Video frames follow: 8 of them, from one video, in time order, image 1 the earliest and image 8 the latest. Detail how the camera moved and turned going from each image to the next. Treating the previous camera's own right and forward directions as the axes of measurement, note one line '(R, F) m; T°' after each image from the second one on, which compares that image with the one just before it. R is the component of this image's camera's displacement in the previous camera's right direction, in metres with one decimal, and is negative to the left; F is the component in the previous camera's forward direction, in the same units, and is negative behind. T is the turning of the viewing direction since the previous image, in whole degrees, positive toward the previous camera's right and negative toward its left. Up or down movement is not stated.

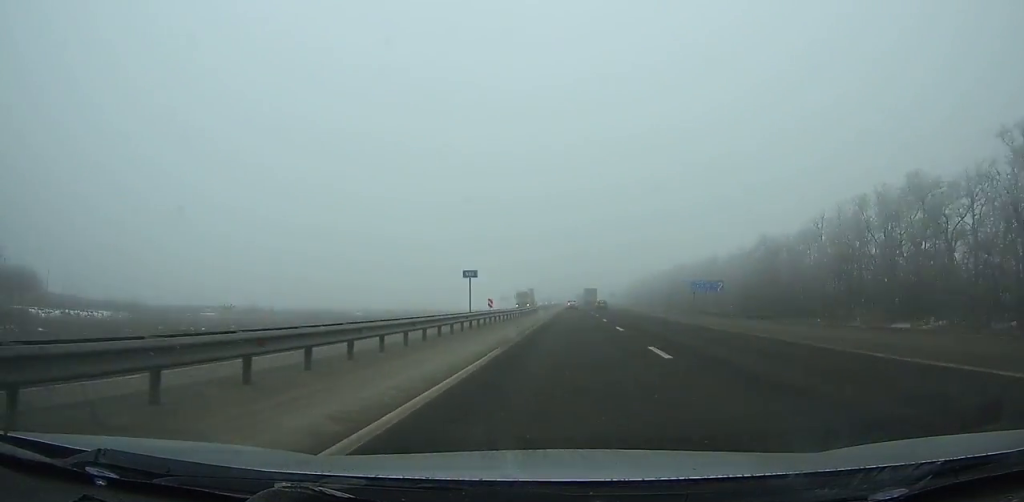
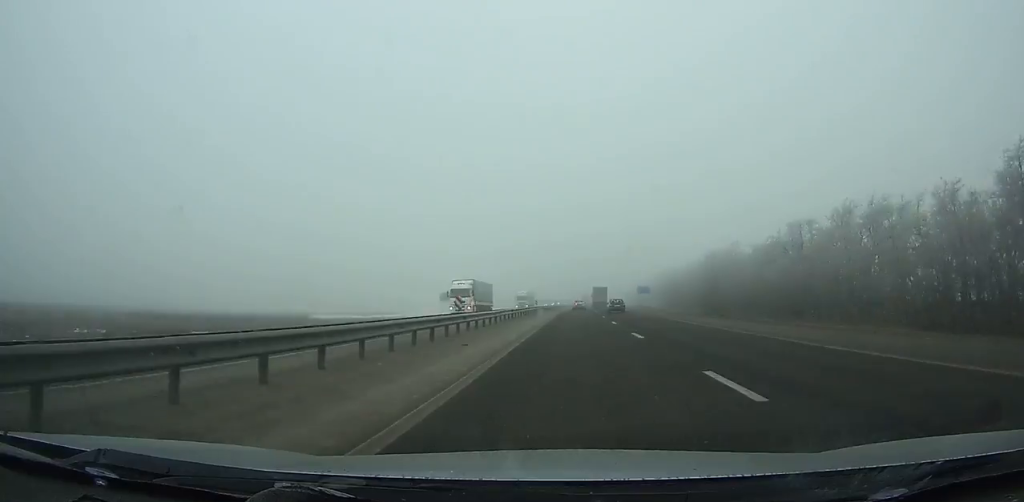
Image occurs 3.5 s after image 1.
(+0.1, +90.4) m; 0°
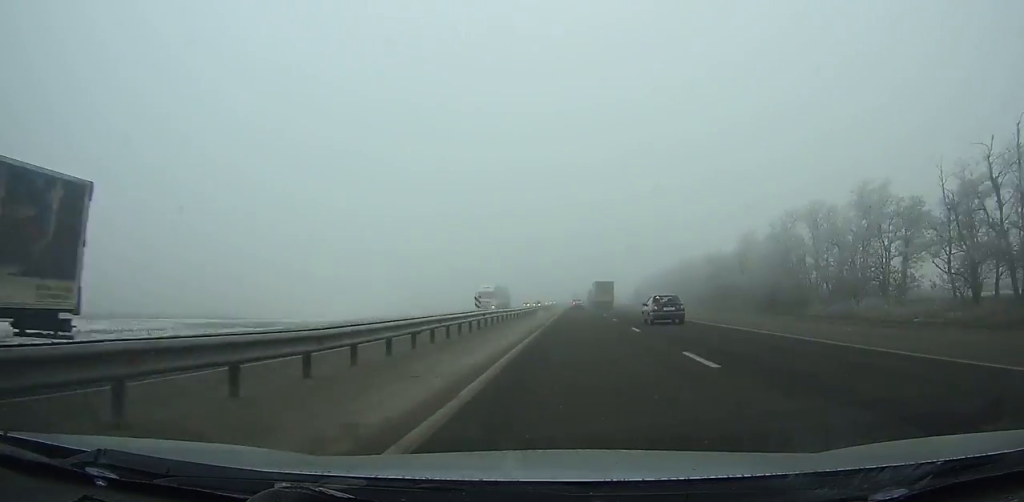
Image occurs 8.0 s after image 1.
(+1.0, +117.3) m; +1°
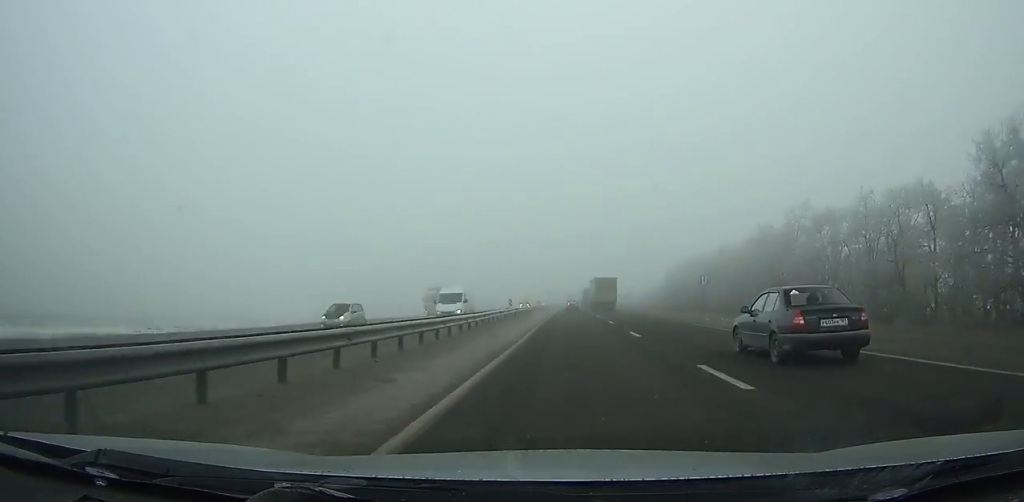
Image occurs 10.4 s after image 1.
(+0.2, +62.4) m; 0°
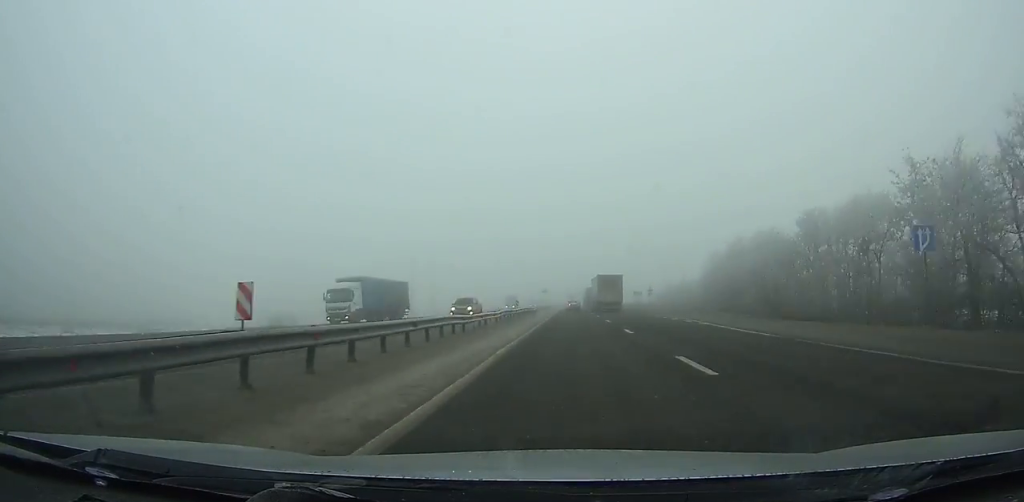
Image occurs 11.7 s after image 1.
(0.0, +33.7) m; 0°
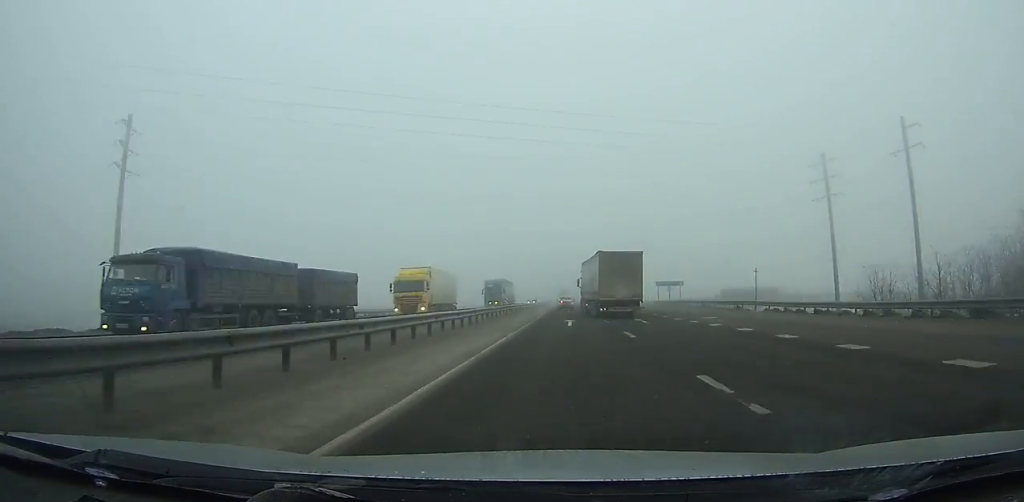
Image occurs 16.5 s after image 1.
(0.0, +118.8) m; 0°
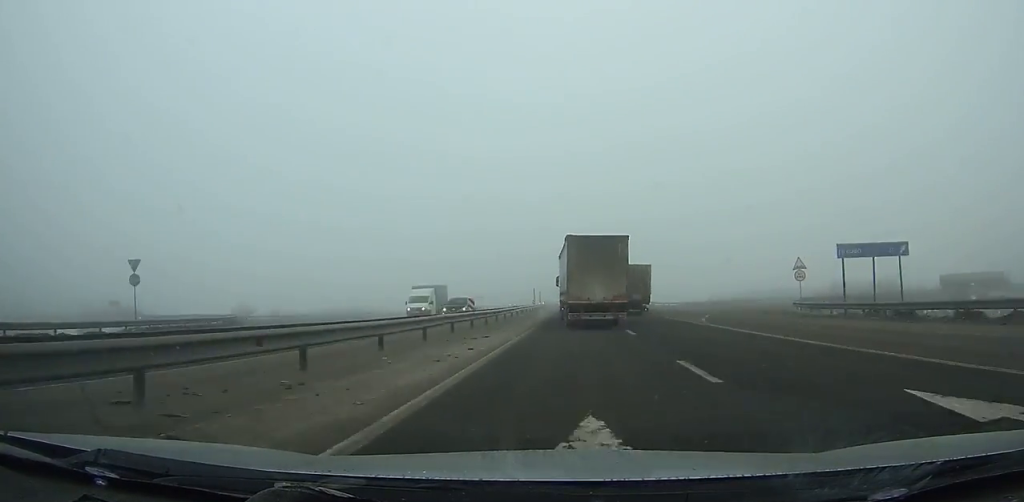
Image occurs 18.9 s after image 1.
(-0.1, +54.8) m; 0°
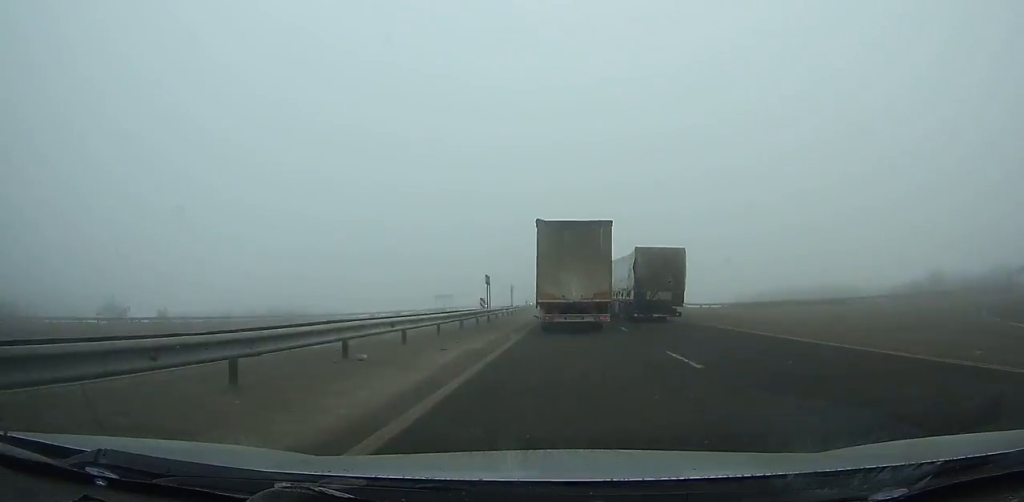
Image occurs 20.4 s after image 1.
(0.0, +31.9) m; 0°
